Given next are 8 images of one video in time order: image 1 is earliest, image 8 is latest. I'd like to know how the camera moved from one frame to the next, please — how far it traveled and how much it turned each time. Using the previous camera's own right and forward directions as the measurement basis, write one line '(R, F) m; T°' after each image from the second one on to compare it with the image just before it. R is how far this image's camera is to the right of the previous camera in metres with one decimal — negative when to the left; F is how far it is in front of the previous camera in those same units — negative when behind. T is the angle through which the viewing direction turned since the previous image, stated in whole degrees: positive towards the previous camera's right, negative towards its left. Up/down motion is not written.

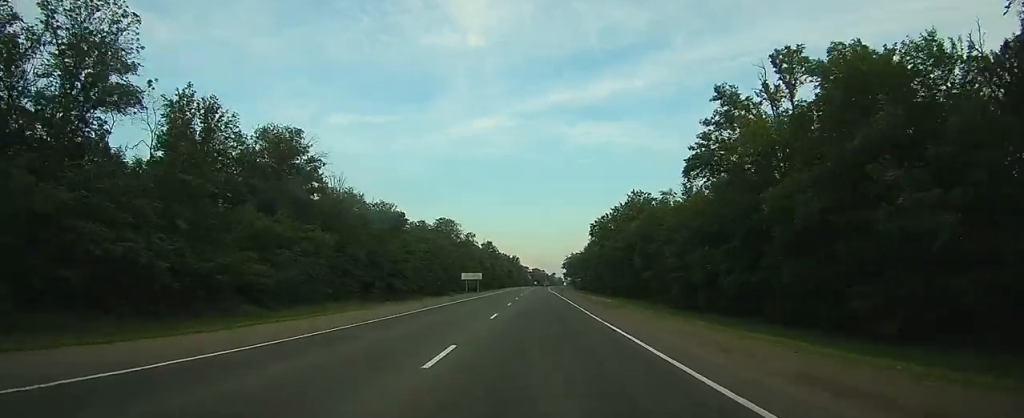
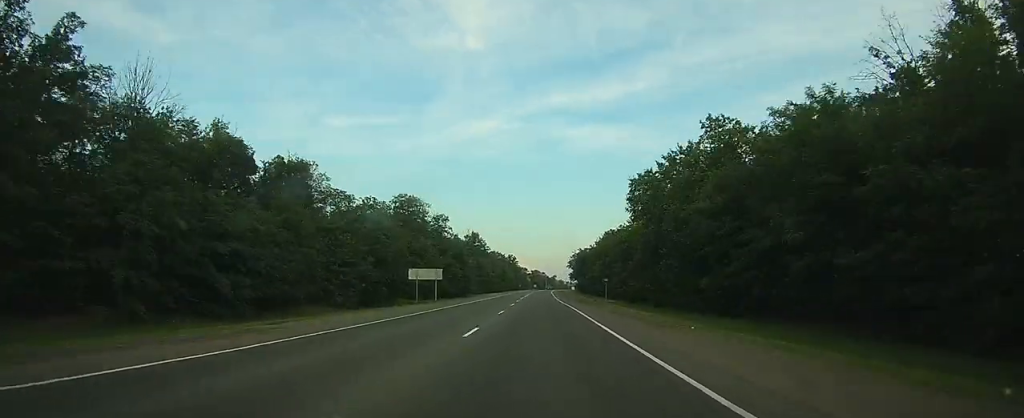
(+0.2, +42.3) m; 0°
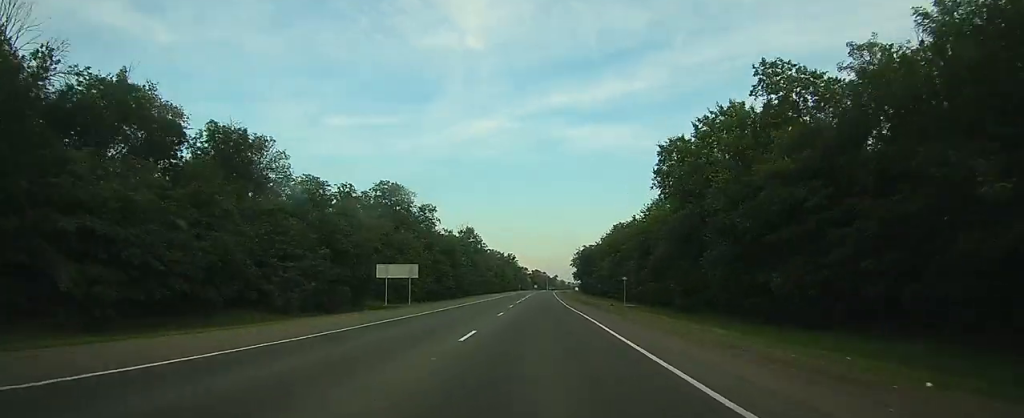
(0.0, +12.9) m; 0°
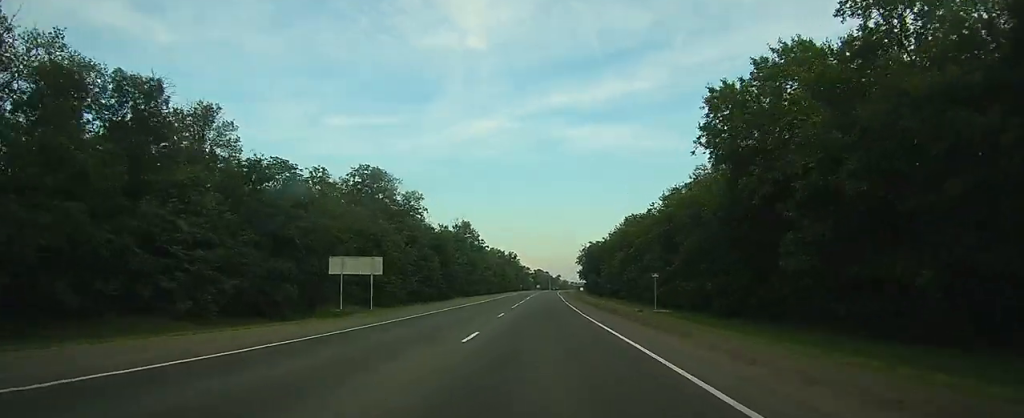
(0.0, +12.1) m; 0°
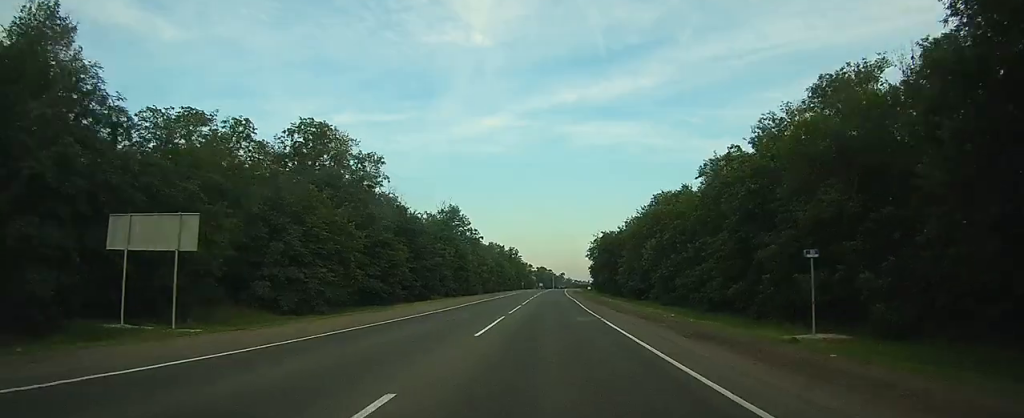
(-0.1, +21.6) m; -1°
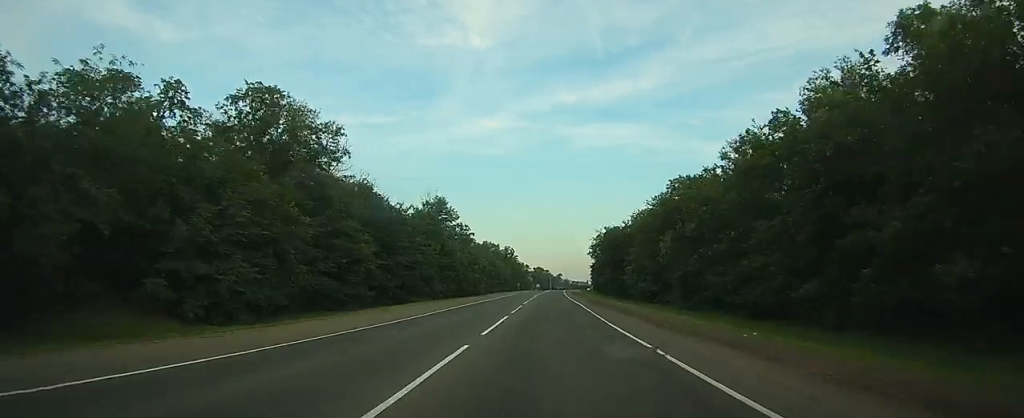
(0.0, +11.2) m; 0°
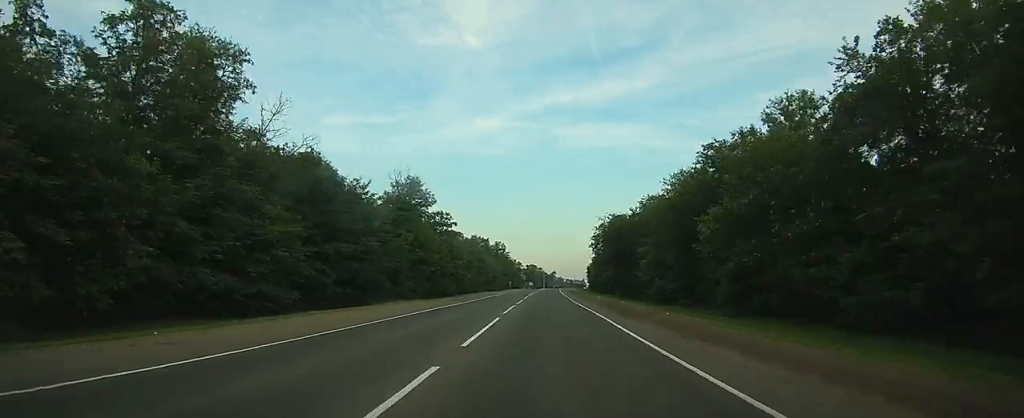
(-0.1, +15.5) m; 0°
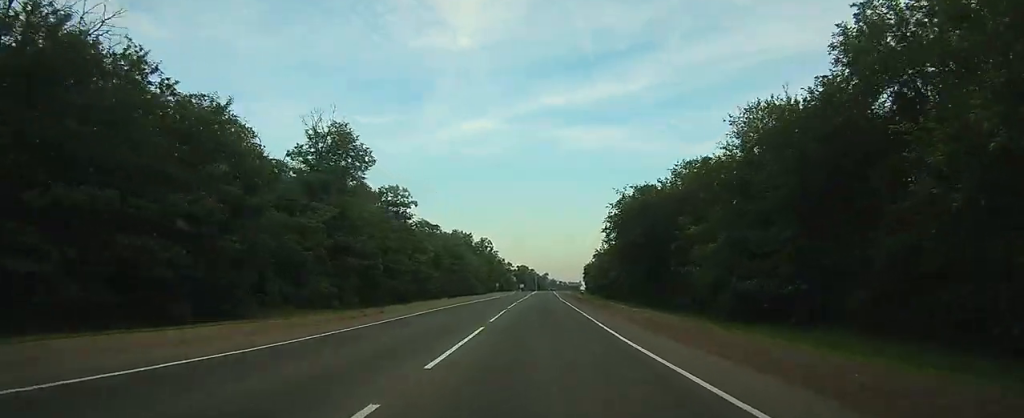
(+0.1, +26.6) m; 0°
